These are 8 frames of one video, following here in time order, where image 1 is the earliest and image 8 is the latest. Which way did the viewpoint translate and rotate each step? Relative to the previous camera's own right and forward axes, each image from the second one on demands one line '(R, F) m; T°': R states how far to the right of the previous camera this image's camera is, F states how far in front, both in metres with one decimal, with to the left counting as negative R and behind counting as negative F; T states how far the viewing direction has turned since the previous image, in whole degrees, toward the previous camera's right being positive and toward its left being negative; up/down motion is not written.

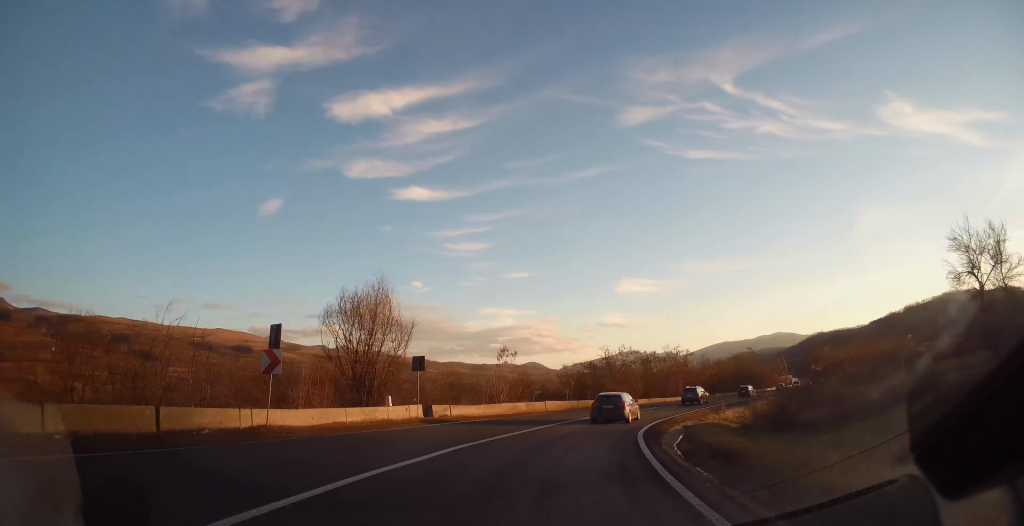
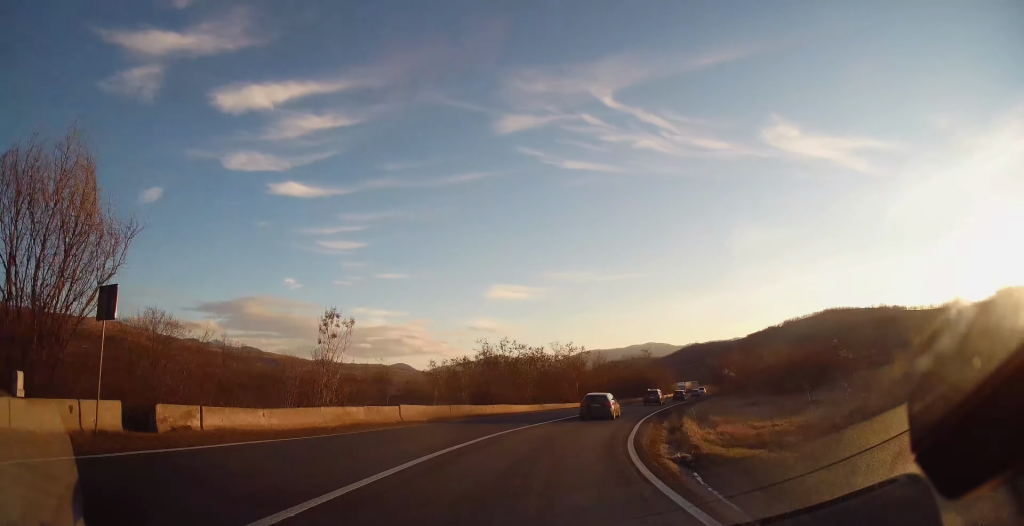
(+1.9, +15.0) m; +15°
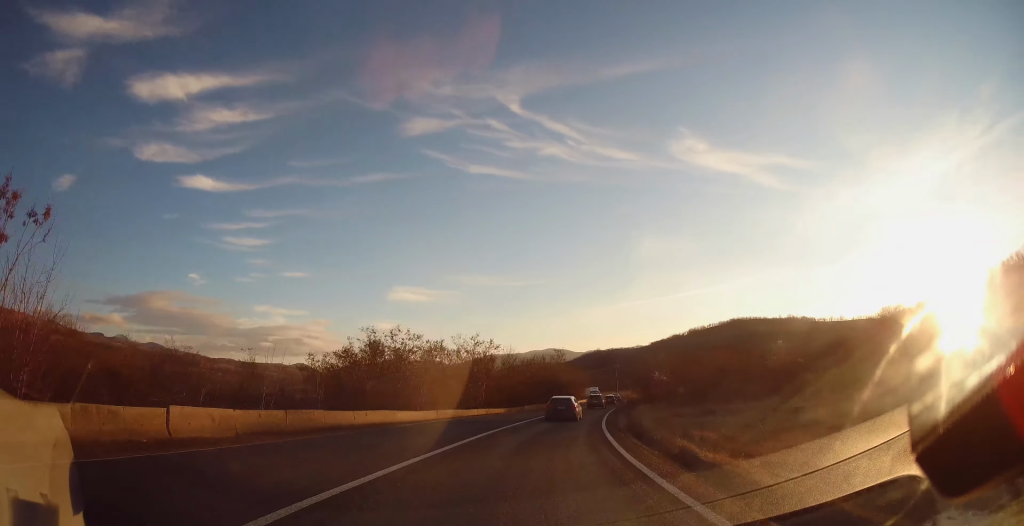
(+1.1, +12.3) m; +9°
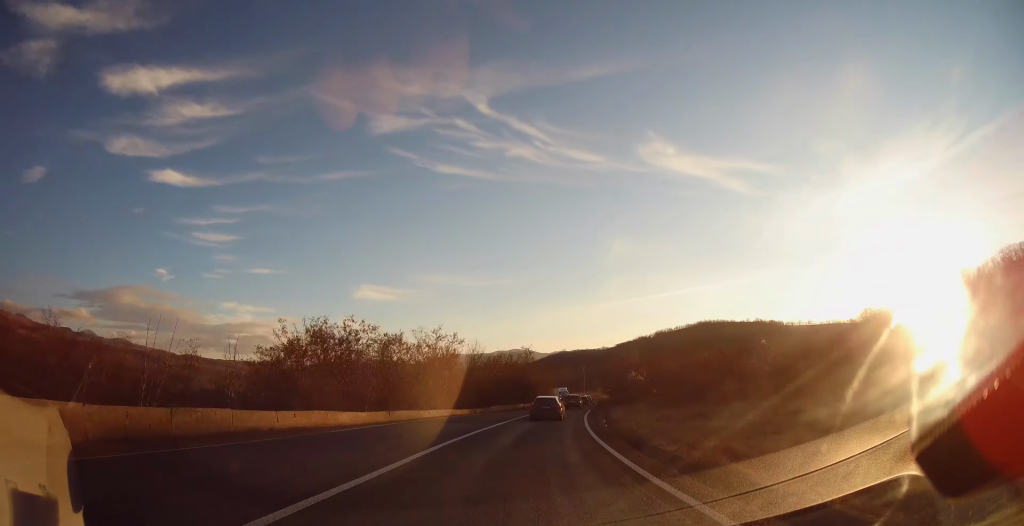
(+0.1, +5.1) m; +2°
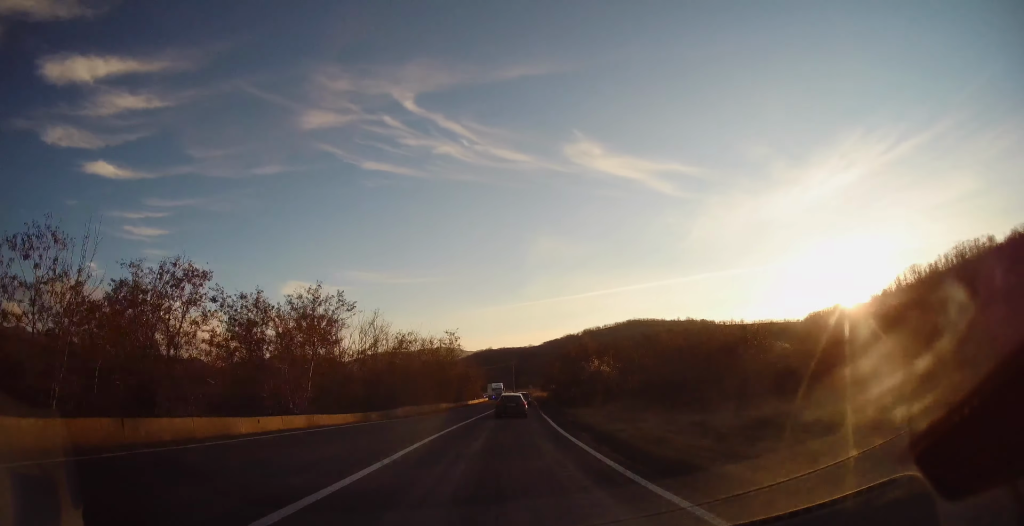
(+0.9, +17.9) m; +4°
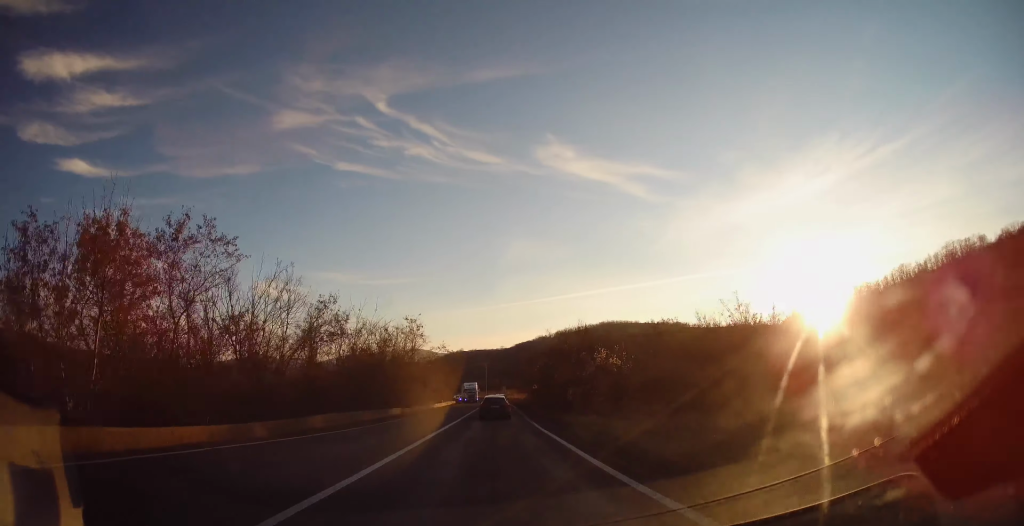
(+0.2, +13.6) m; +2°
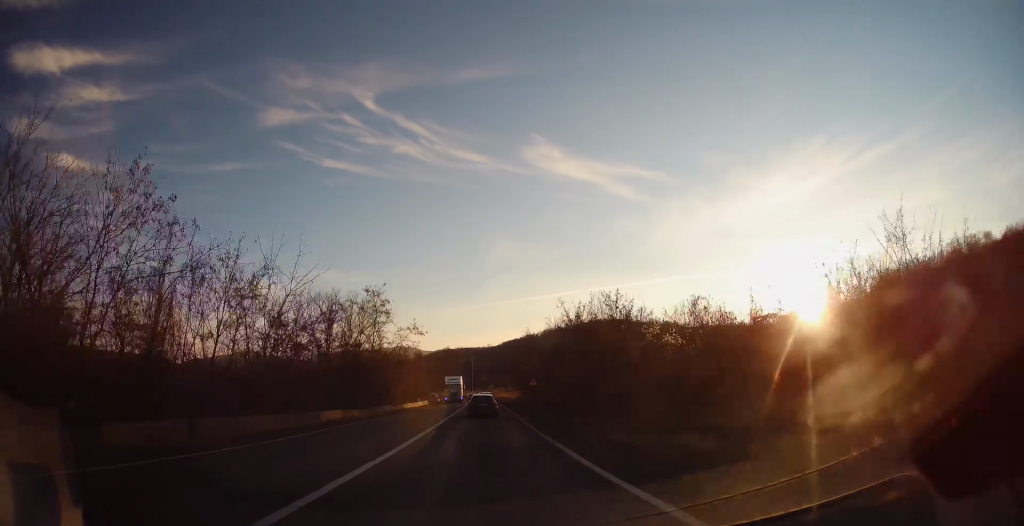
(+0.3, +14.1) m; +2°
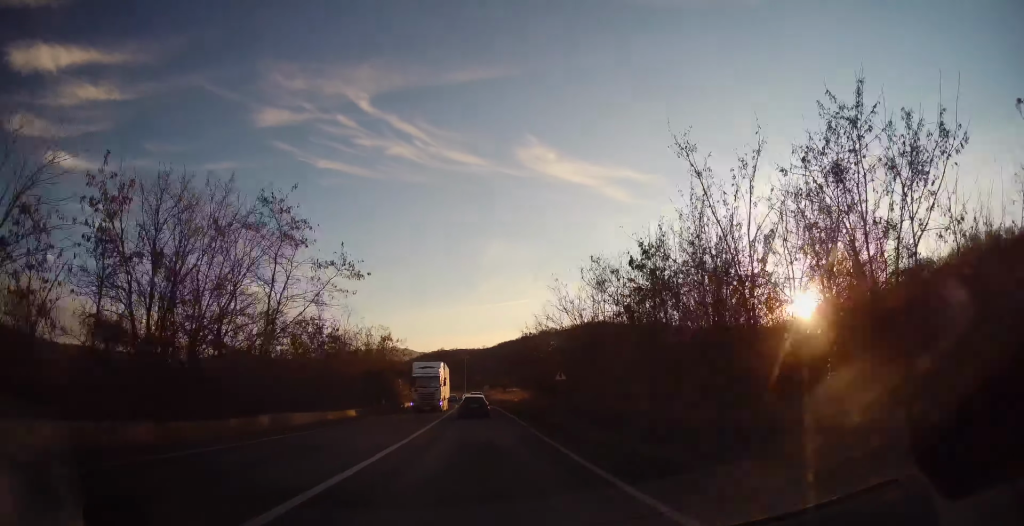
(+0.3, +20.3) m; 0°
